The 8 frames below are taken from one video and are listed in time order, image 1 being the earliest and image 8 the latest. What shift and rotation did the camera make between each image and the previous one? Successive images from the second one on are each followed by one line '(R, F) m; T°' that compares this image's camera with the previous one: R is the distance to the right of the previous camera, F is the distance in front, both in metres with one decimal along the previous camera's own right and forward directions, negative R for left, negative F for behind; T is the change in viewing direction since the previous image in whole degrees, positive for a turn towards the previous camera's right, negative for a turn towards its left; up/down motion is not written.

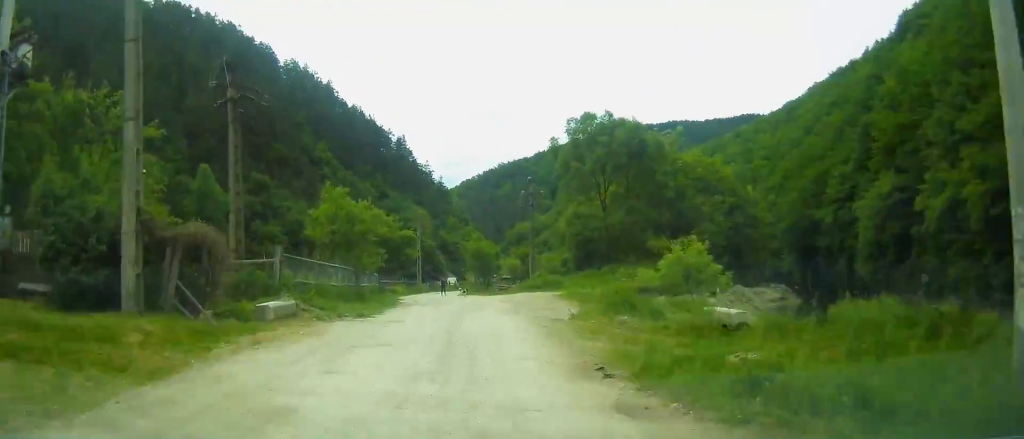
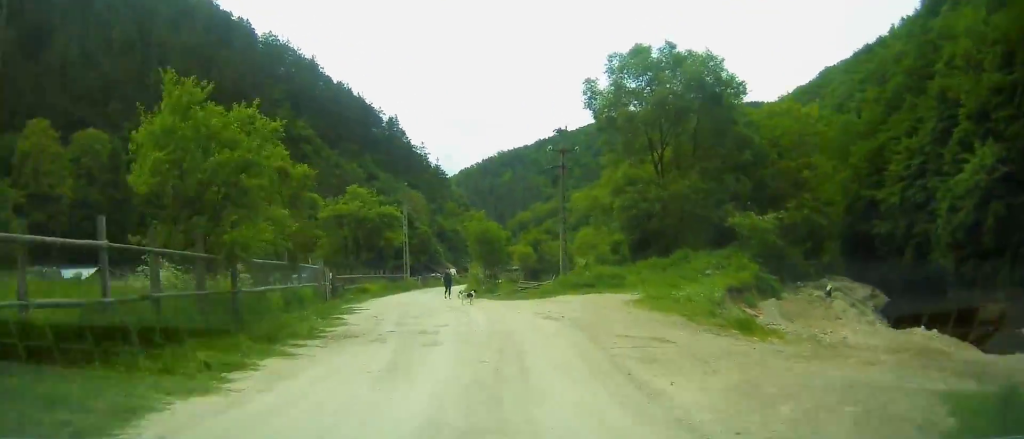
(0.0, +17.5) m; +1°
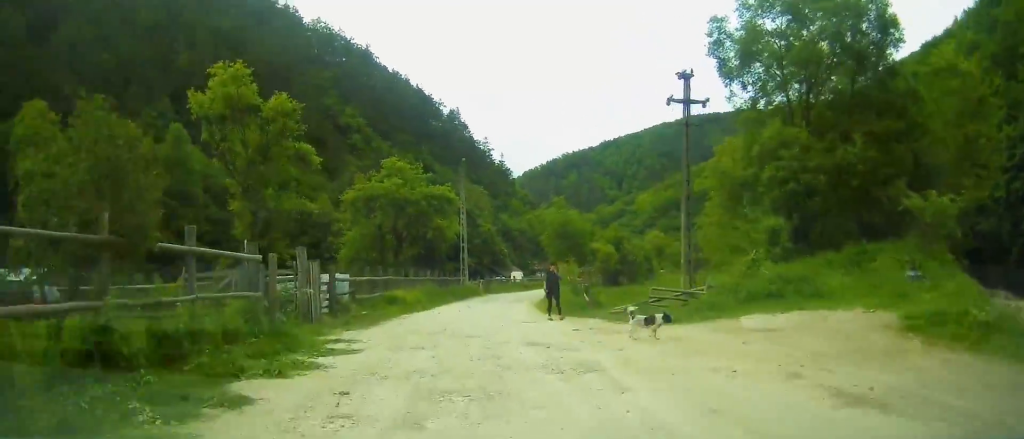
(-0.4, +14.0) m; +1°
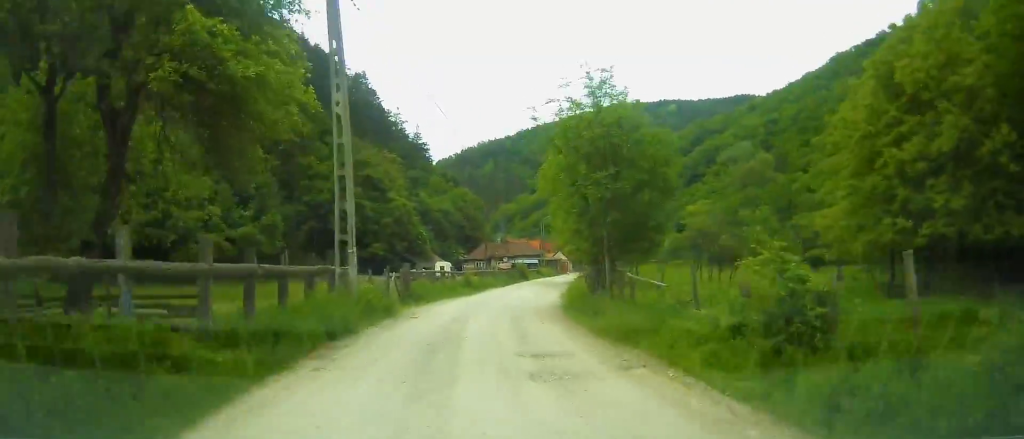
(+1.5, +31.8) m; +7°
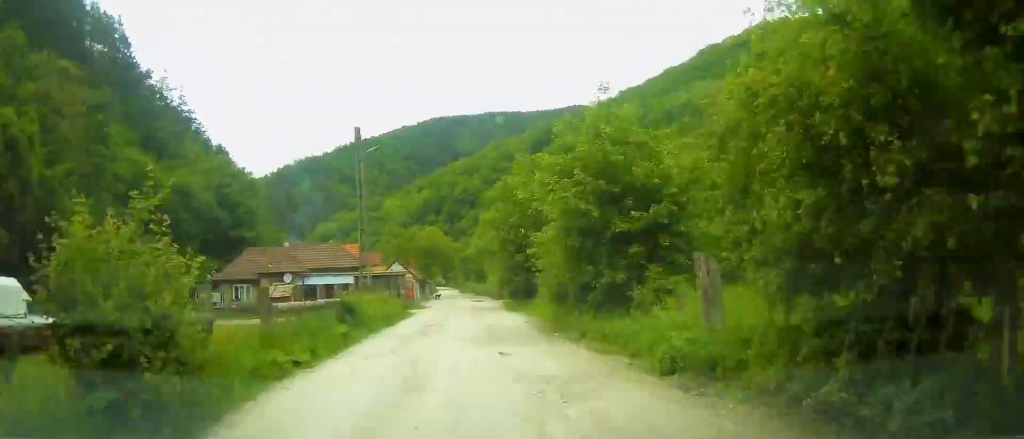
(+6.2, +51.6) m; +10°
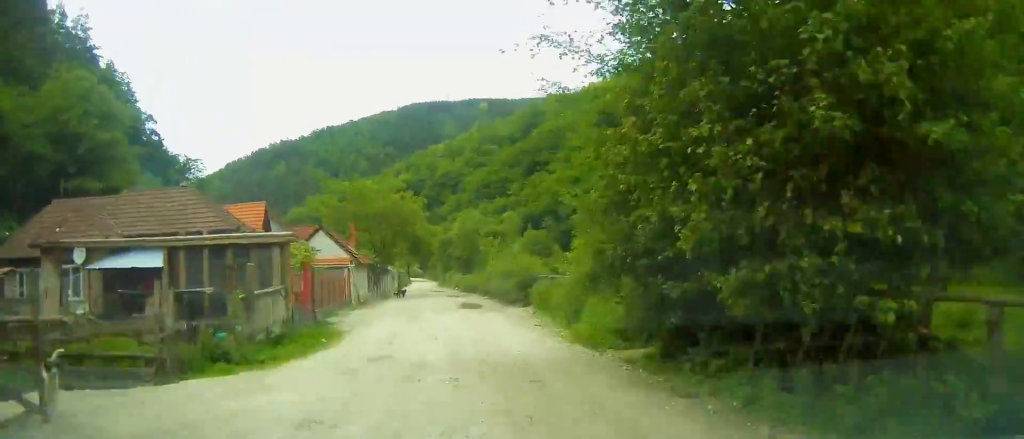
(+0.5, +25.1) m; +1°
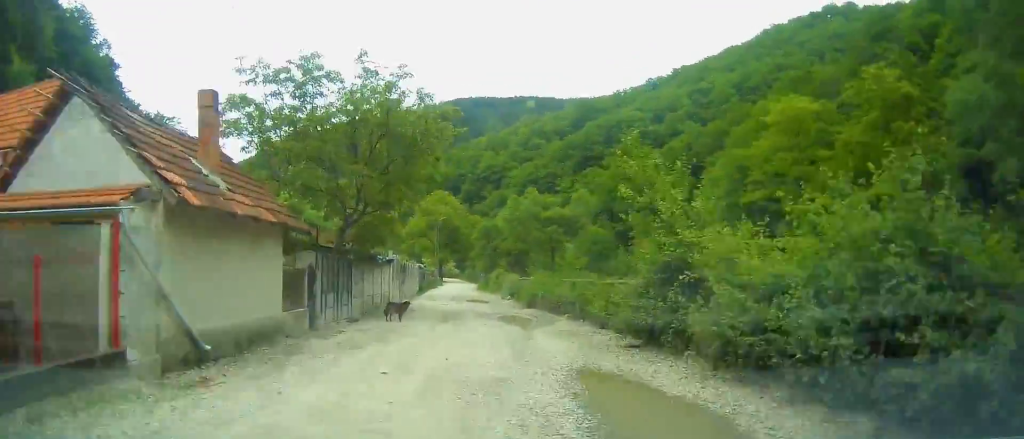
(0.0, +23.9) m; -1°
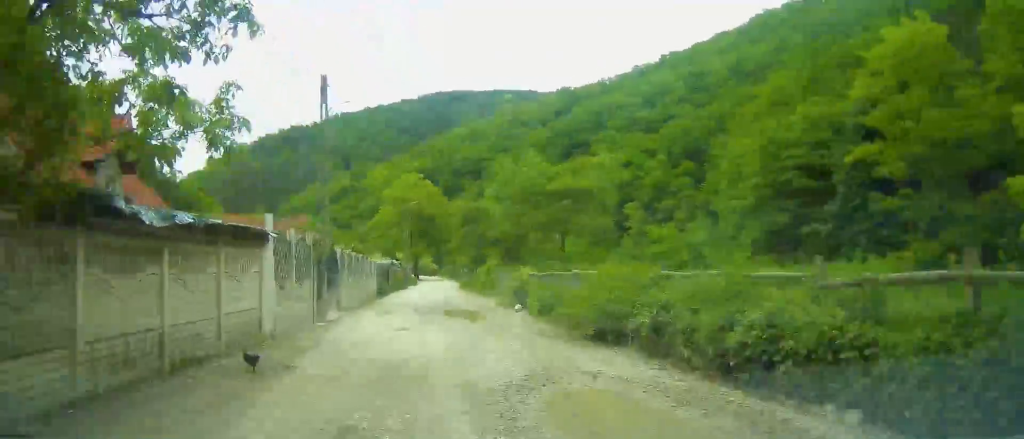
(+0.1, +17.0) m; -1°
